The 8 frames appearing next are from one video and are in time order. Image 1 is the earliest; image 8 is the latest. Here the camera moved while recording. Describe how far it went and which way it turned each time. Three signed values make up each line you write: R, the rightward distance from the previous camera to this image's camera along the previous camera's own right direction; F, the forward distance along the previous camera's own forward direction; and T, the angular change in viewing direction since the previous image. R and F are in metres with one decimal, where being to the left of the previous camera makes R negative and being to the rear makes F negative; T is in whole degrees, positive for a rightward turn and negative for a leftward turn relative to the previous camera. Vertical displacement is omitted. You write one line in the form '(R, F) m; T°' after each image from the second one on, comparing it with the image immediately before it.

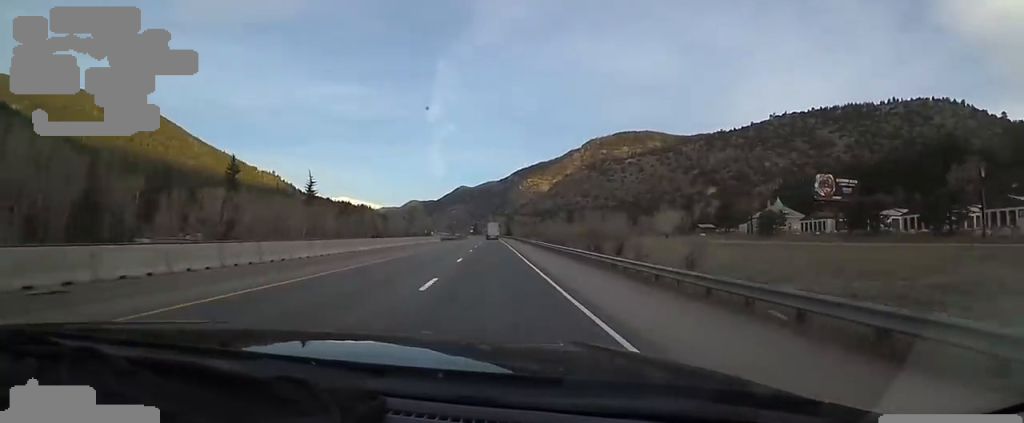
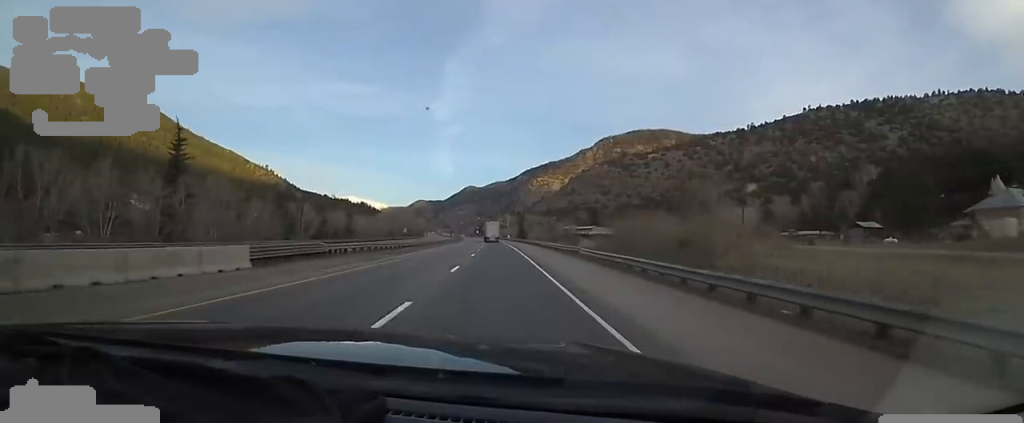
(-2.4, +67.3) m; -3°
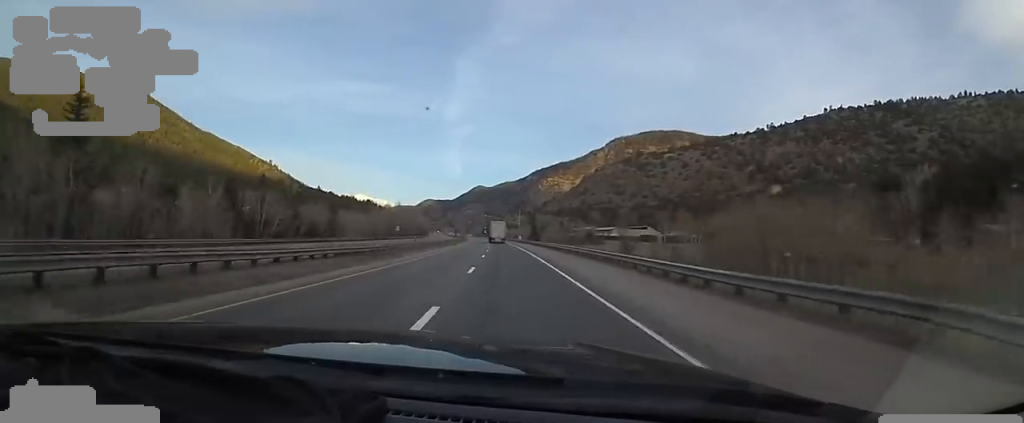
(0.0, +25.2) m; -2°
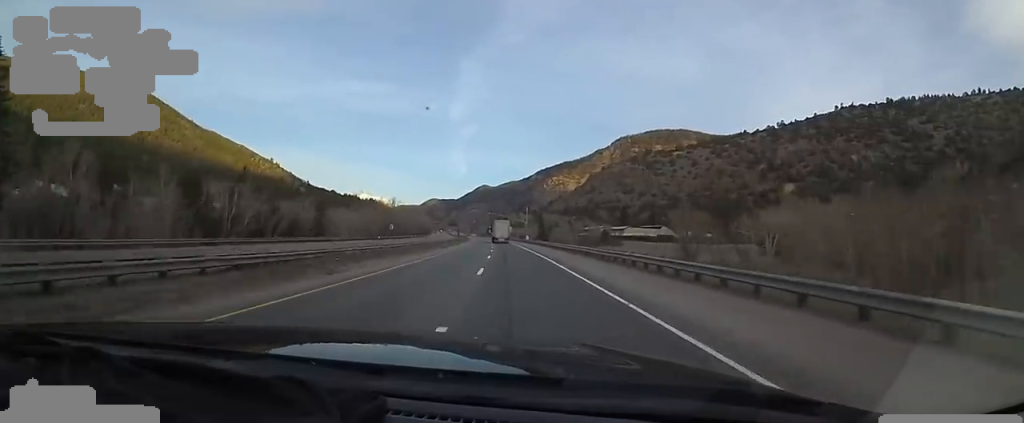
(+0.1, +13.6) m; -1°
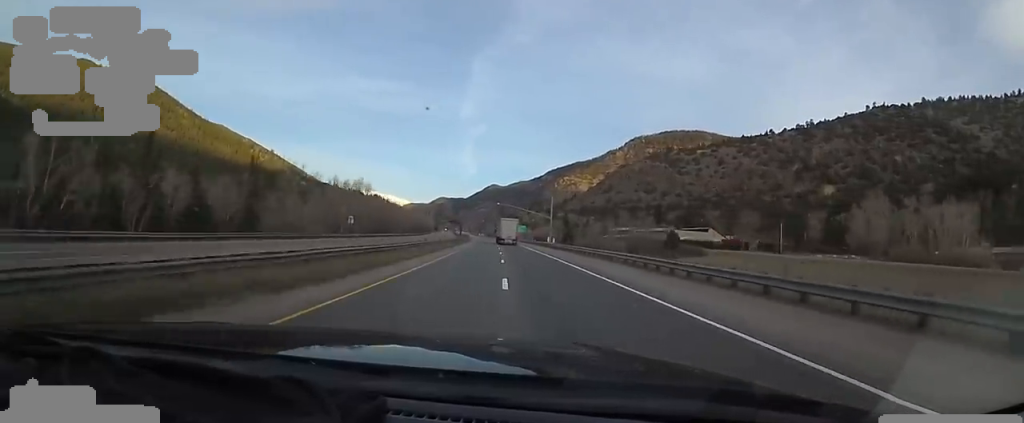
(-0.7, +40.6) m; 0°
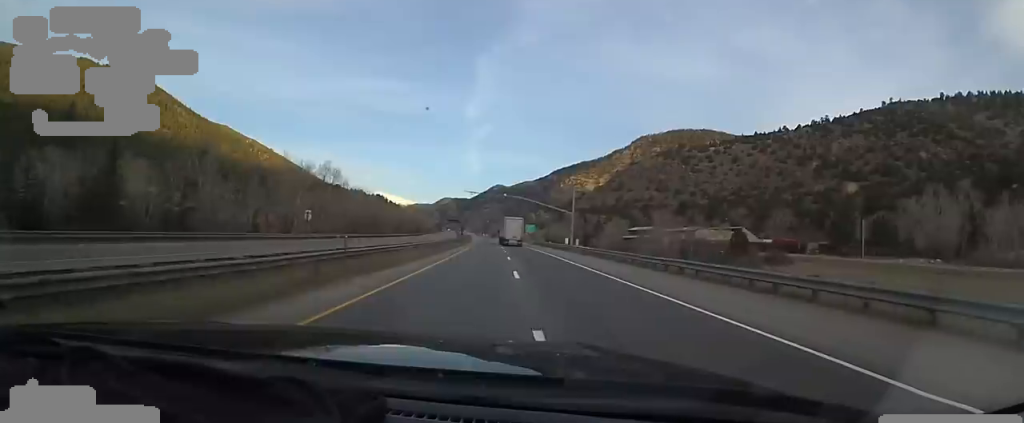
(+0.8, +20.8) m; 0°
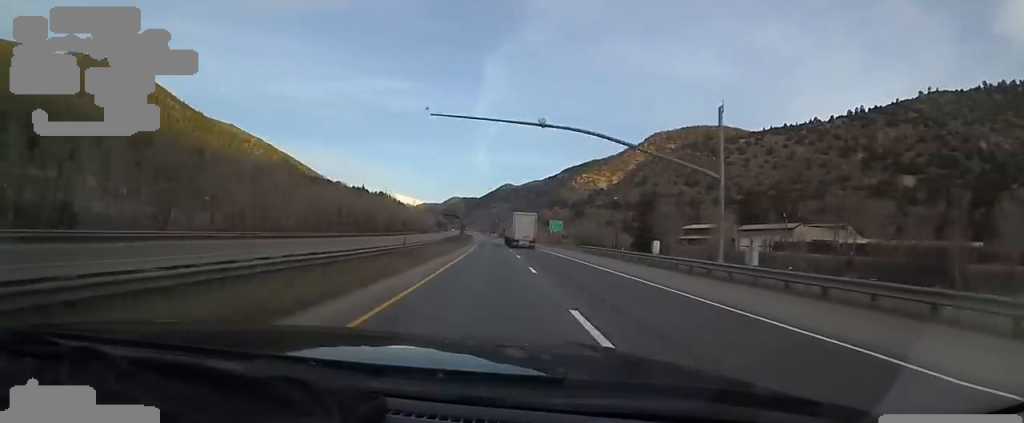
(-0.5, +46.3) m; 0°
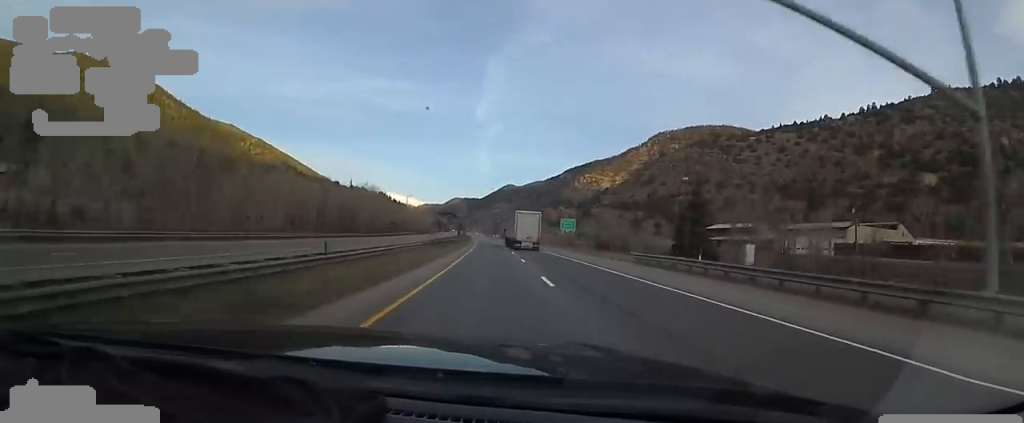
(+0.4, +16.4) m; 0°
